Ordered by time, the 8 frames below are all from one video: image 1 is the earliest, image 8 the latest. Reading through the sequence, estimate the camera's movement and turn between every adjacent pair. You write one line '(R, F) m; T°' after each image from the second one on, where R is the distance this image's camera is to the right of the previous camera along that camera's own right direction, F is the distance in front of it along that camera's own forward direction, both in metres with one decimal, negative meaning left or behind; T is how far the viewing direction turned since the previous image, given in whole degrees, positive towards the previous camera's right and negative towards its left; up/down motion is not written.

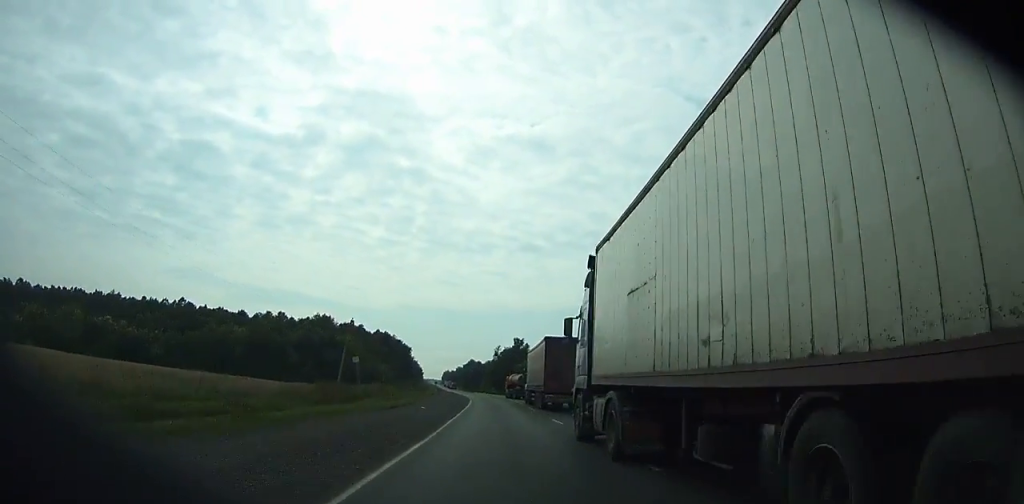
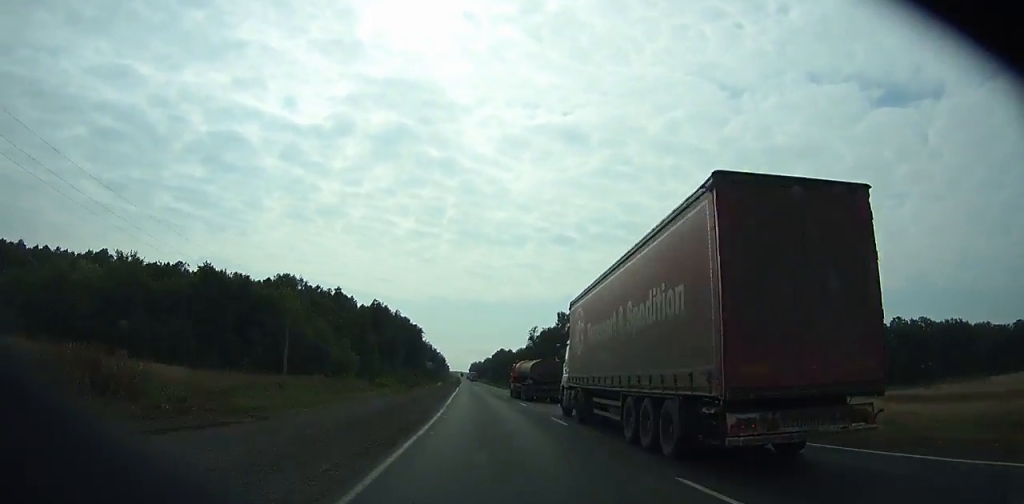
(-0.1, +58.8) m; -2°
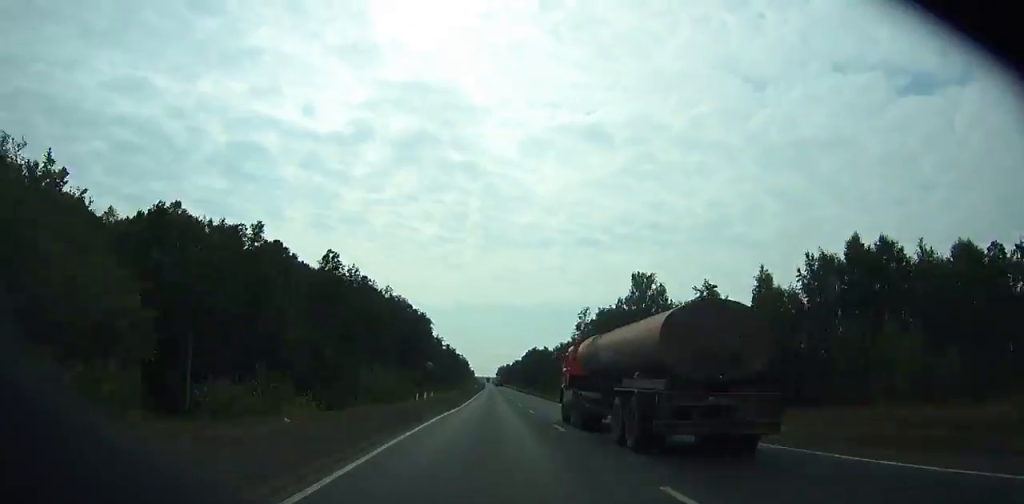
(-1.5, +55.9) m; -1°
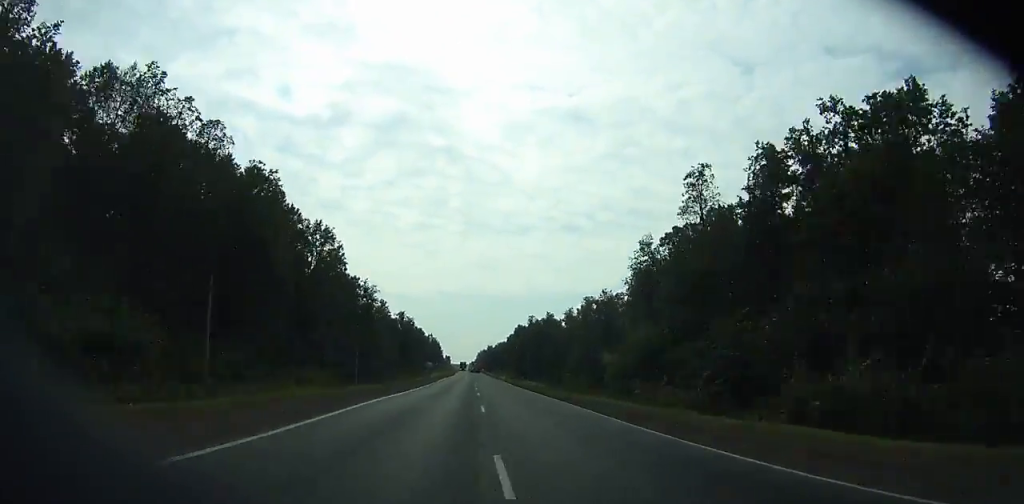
(-0.9, +87.3) m; 0°
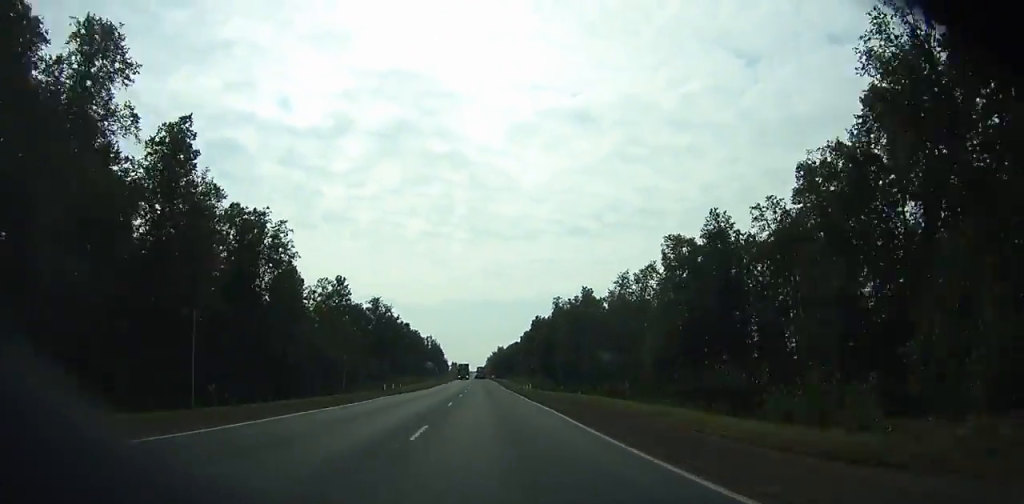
(+0.2, +56.9) m; 0°
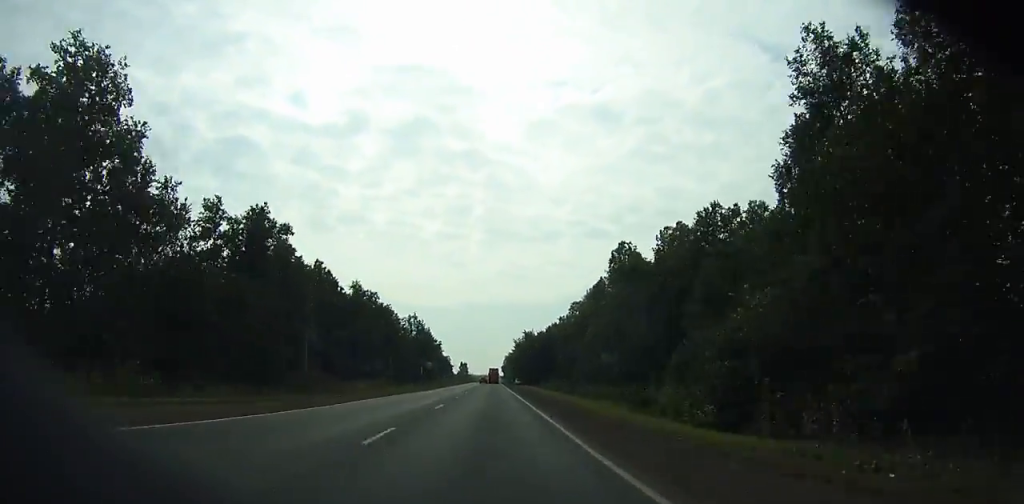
(-1.5, +114.6) m; -1°
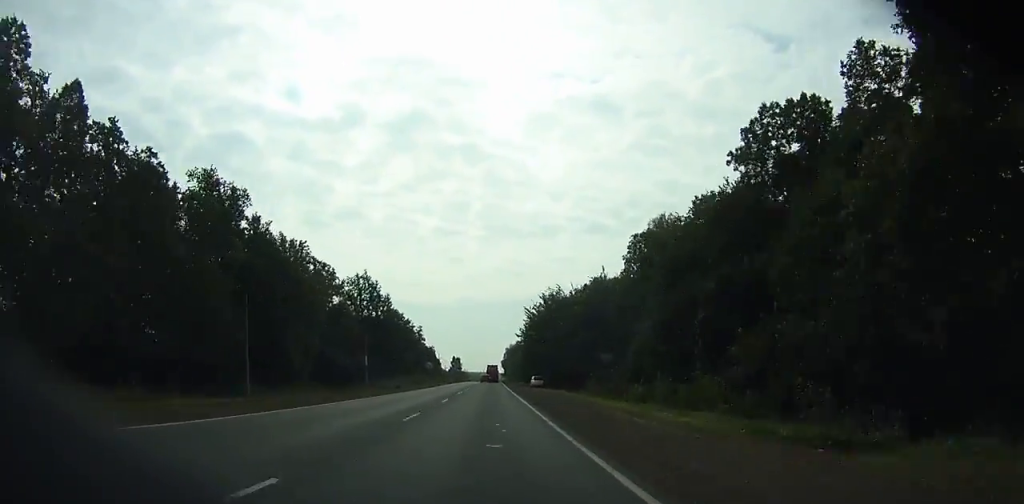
(-0.4, +67.1) m; 0°
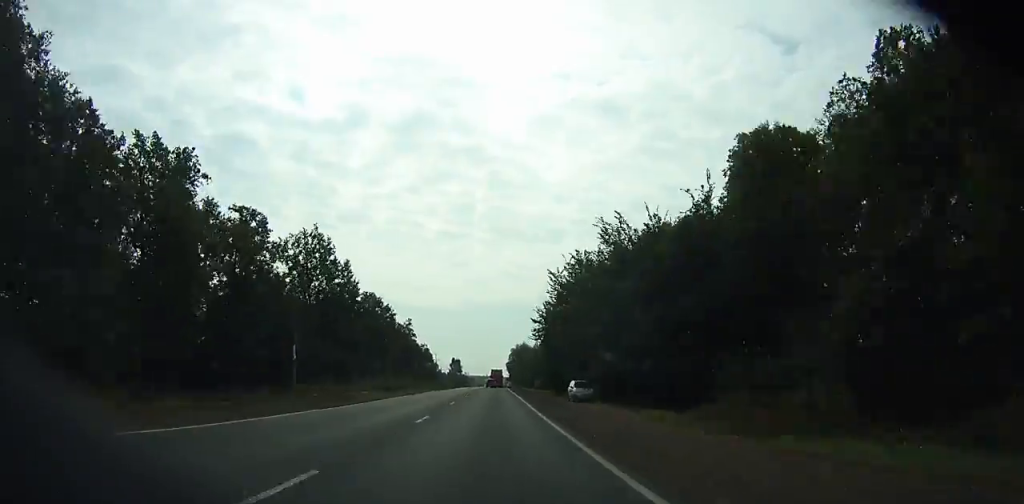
(0.0, +35.5) m; 0°
